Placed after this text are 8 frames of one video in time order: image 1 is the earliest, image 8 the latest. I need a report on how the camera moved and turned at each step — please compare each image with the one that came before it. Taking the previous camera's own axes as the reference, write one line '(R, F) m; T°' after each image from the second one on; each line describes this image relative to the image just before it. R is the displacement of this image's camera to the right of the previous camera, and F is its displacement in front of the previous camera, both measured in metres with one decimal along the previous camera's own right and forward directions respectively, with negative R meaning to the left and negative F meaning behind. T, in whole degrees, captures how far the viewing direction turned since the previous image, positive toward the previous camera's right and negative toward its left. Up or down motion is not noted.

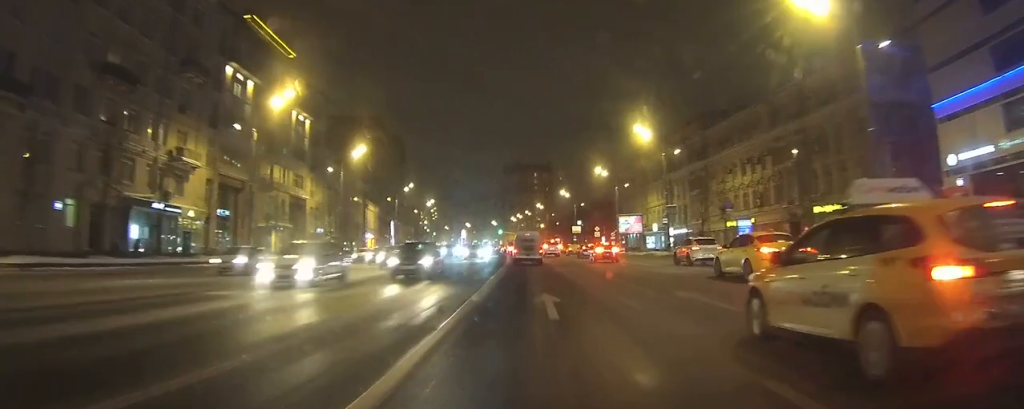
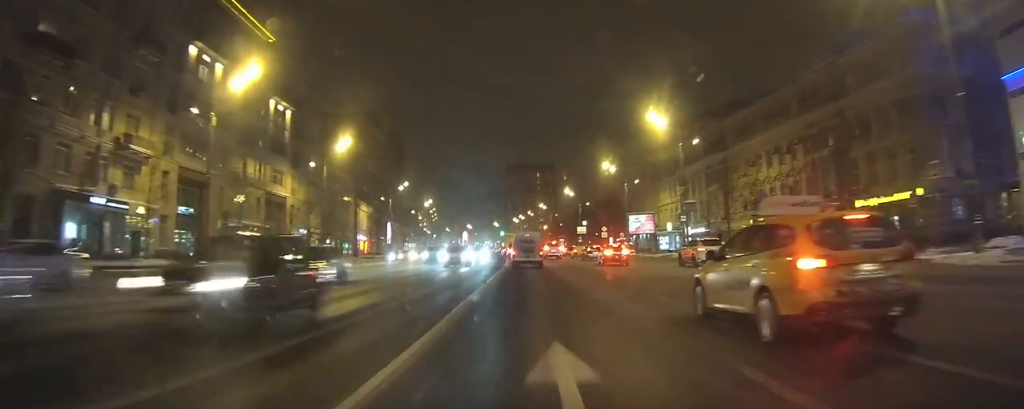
(0.0, +6.1) m; 0°
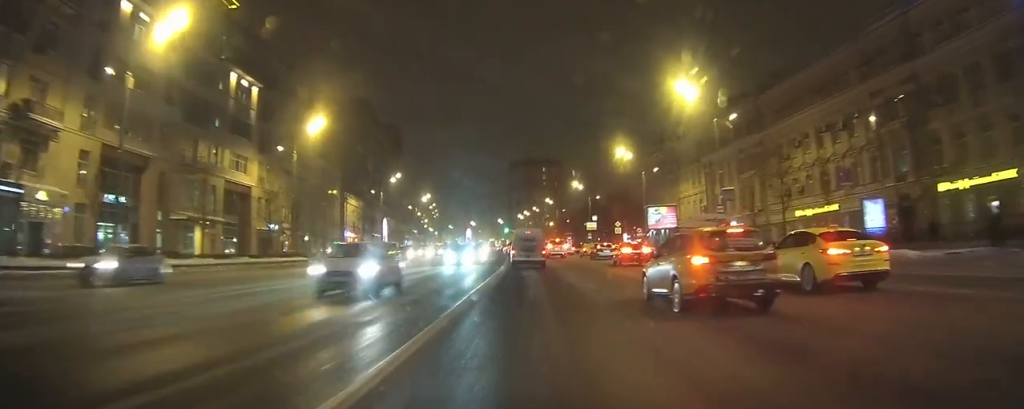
(0.0, +9.1) m; 0°
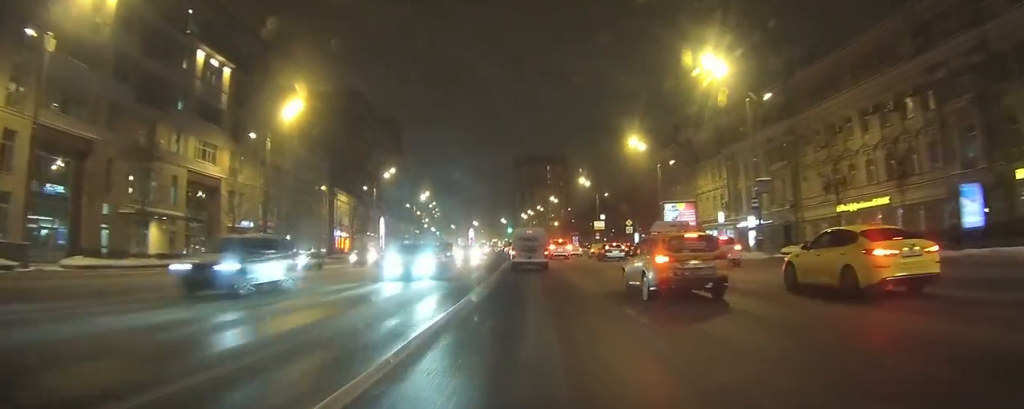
(0.0, +6.4) m; 0°
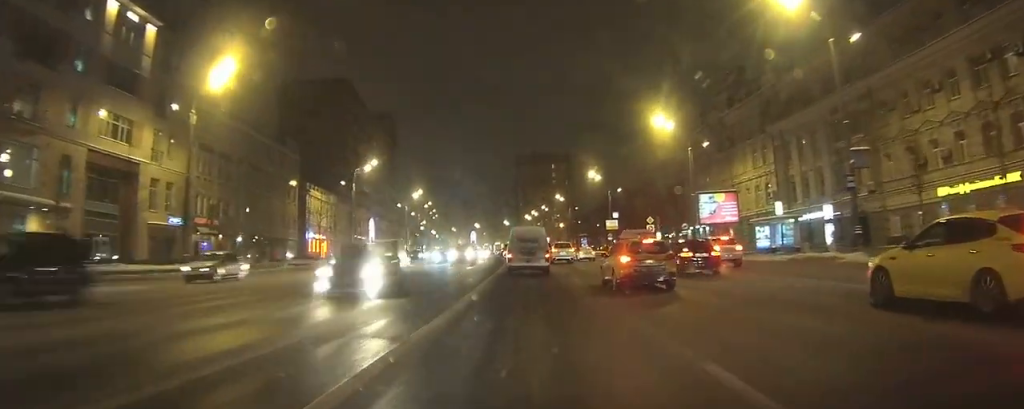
(+0.1, +11.8) m; +1°
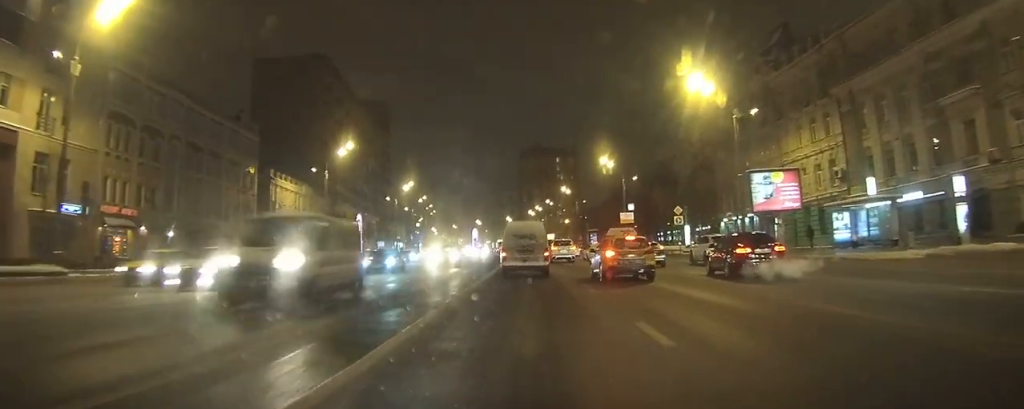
(+0.1, +11.9) m; 0°
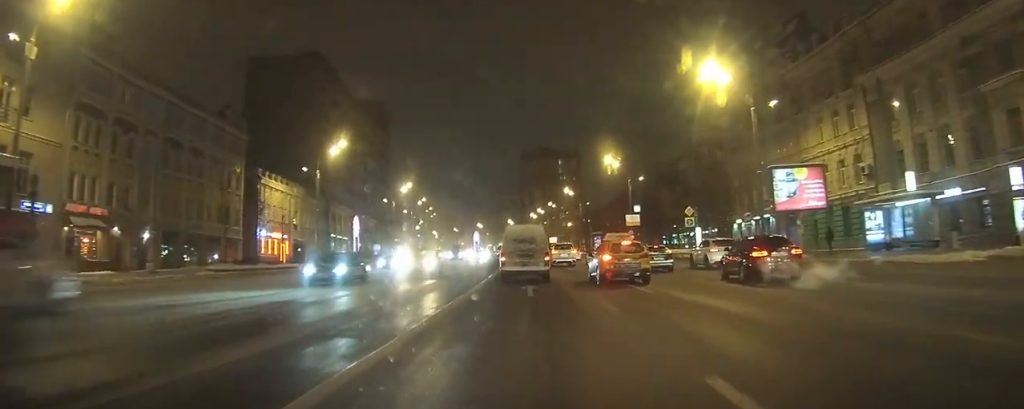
(0.0, +3.6) m; 0°
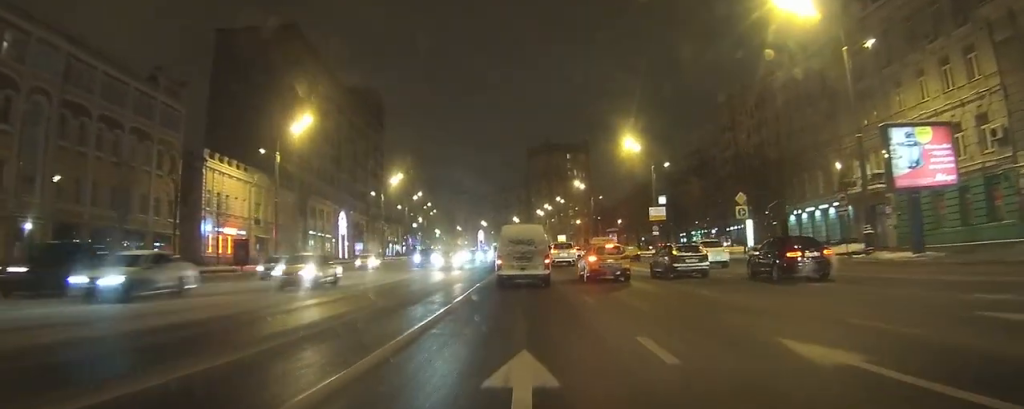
(-0.2, +13.4) m; -2°
